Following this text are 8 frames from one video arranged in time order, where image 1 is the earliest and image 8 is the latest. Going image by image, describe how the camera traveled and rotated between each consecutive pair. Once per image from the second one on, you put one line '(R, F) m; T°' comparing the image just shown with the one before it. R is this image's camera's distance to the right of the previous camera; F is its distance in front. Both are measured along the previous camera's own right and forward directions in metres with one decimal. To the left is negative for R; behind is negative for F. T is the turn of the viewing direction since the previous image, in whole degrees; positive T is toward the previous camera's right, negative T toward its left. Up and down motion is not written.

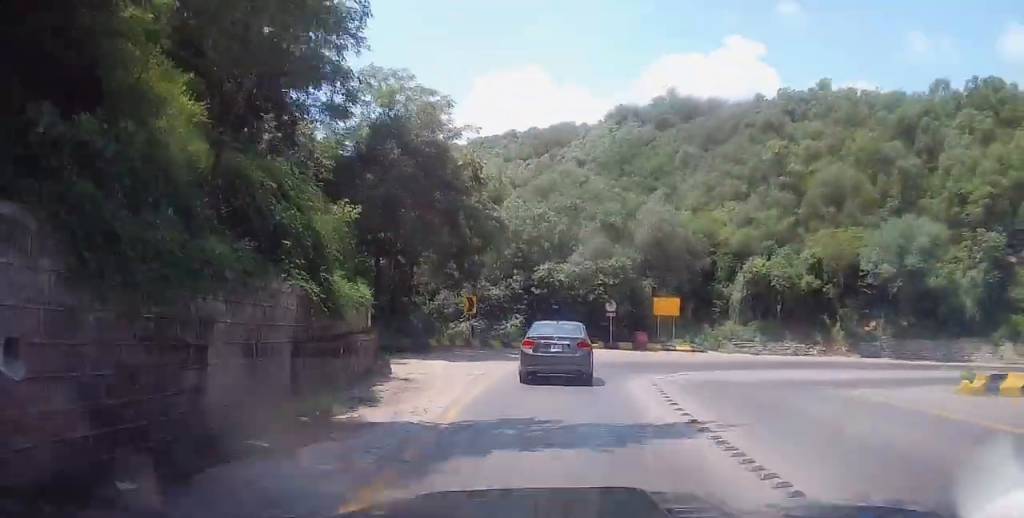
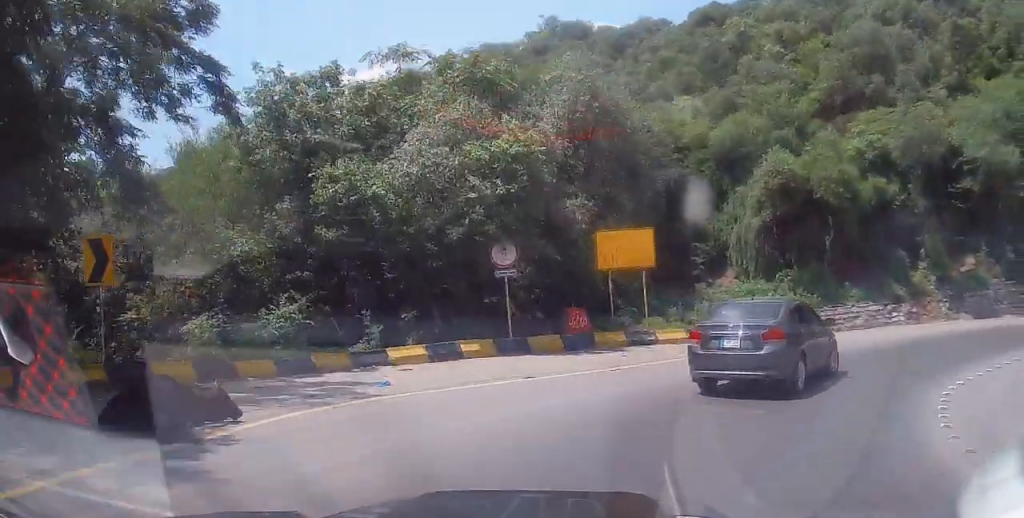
(+0.7, +24.9) m; +13°
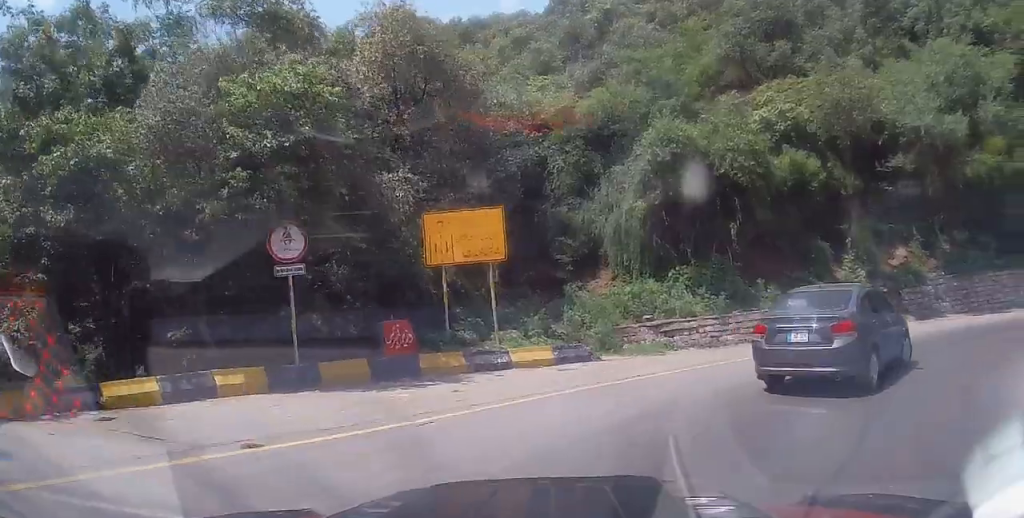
(+0.8, +5.8) m; +13°
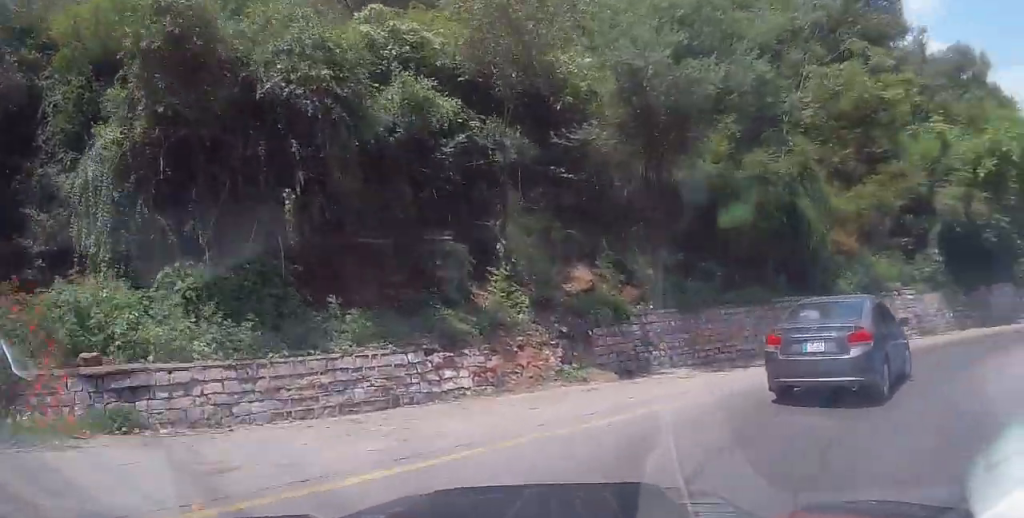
(+2.0, +9.3) m; +31°
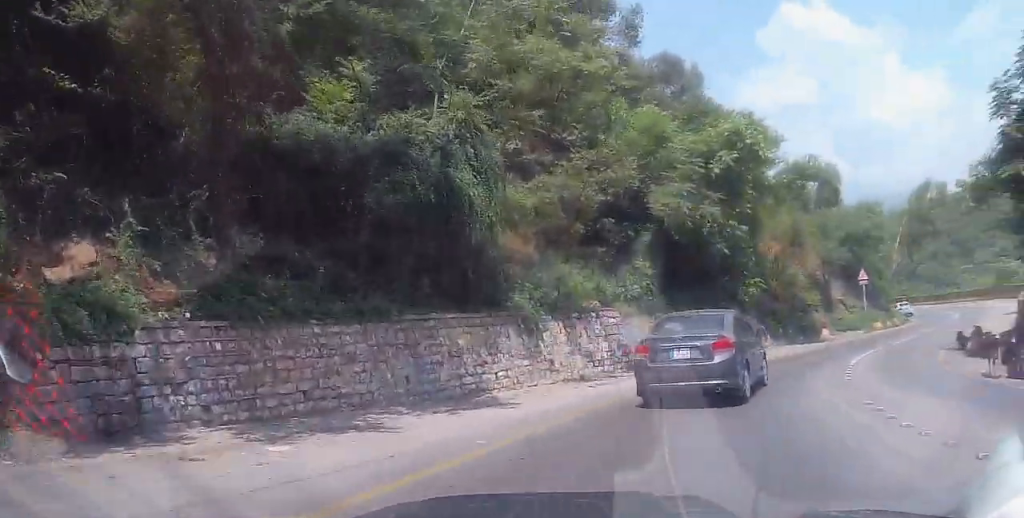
(+1.7, +6.5) m; +26°
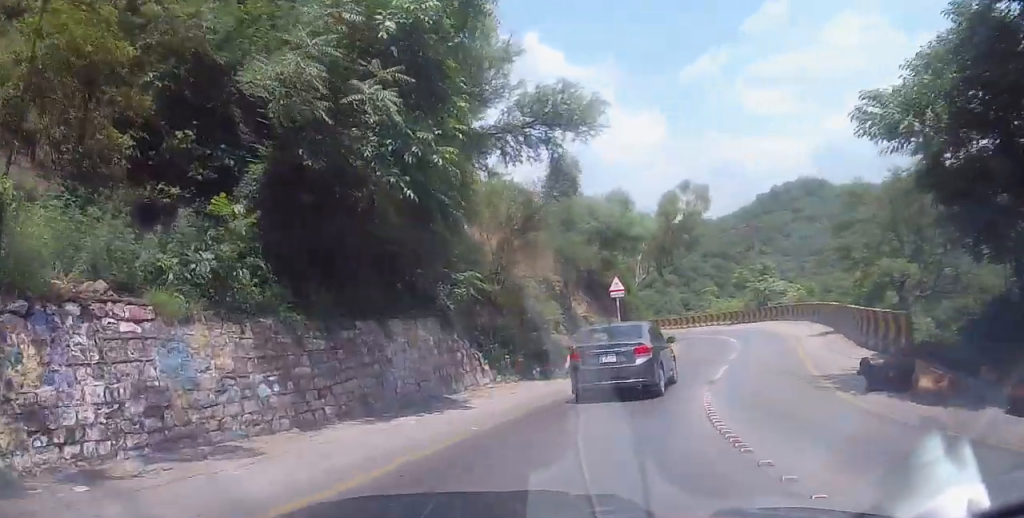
(+3.2, +10.2) m; +27°
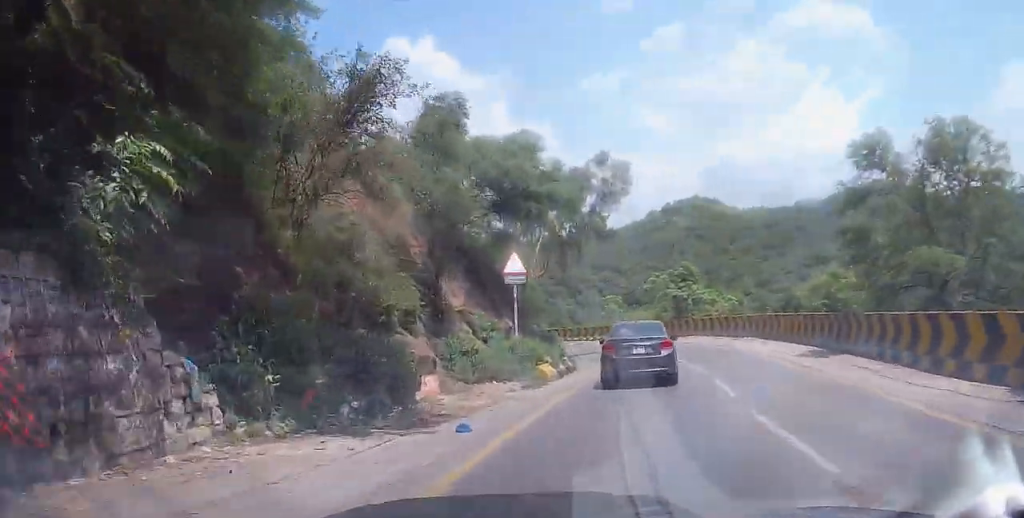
(+1.1, +10.0) m; +12°
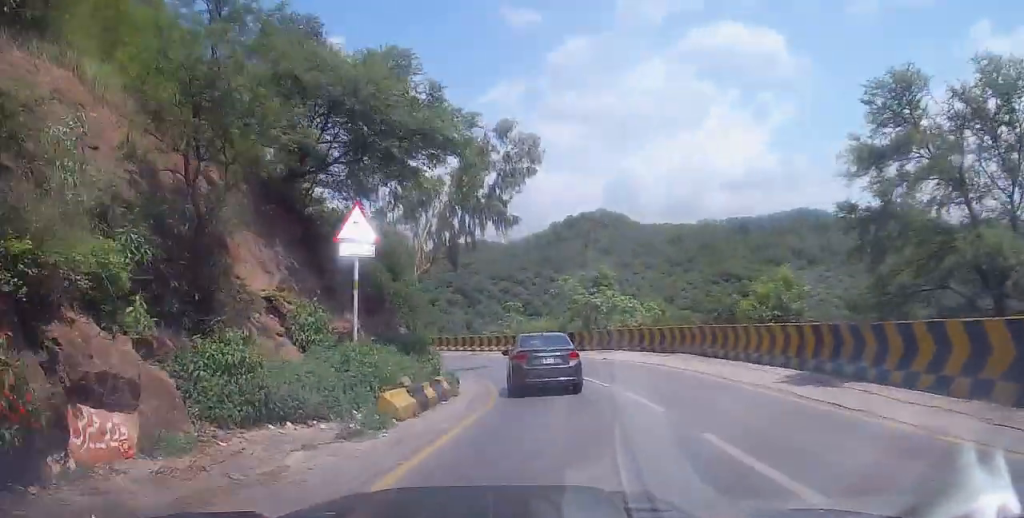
(+0.5, +6.9) m; +6°
